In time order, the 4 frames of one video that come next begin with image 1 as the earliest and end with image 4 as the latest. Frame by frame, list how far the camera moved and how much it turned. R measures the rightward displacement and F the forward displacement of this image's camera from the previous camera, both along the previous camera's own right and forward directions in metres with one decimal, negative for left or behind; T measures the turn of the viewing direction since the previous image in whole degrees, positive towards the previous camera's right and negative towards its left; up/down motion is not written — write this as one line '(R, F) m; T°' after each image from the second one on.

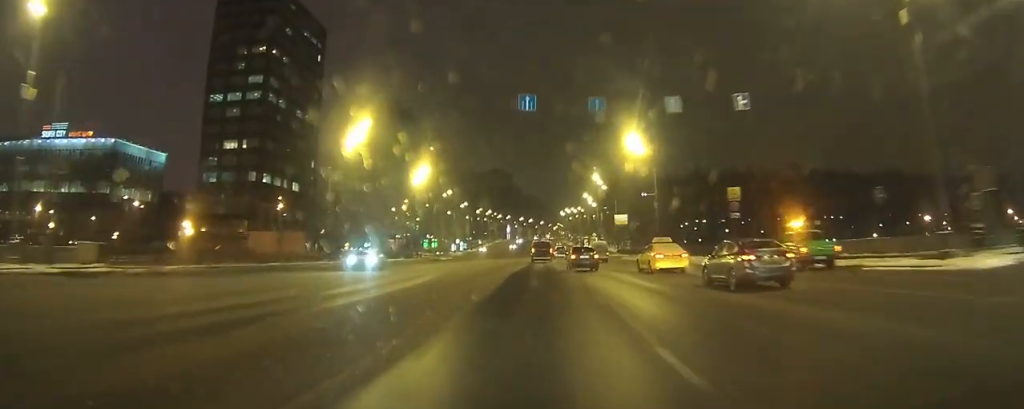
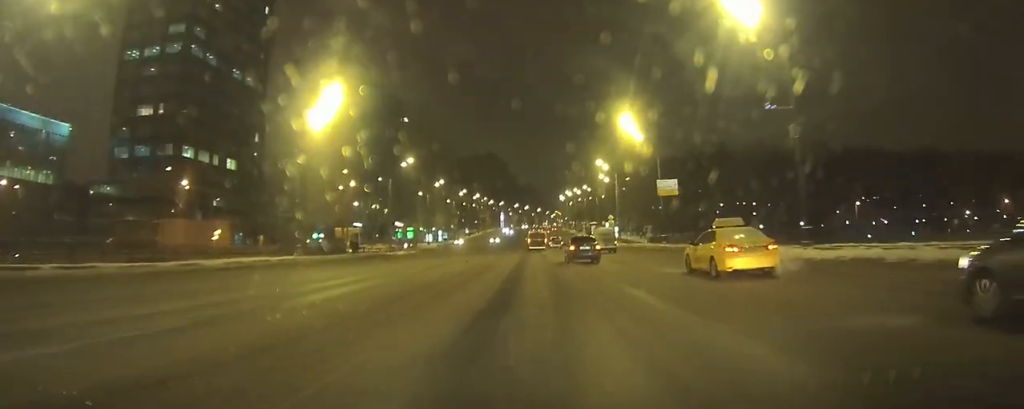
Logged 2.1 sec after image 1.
(+0.1, +30.5) m; 0°
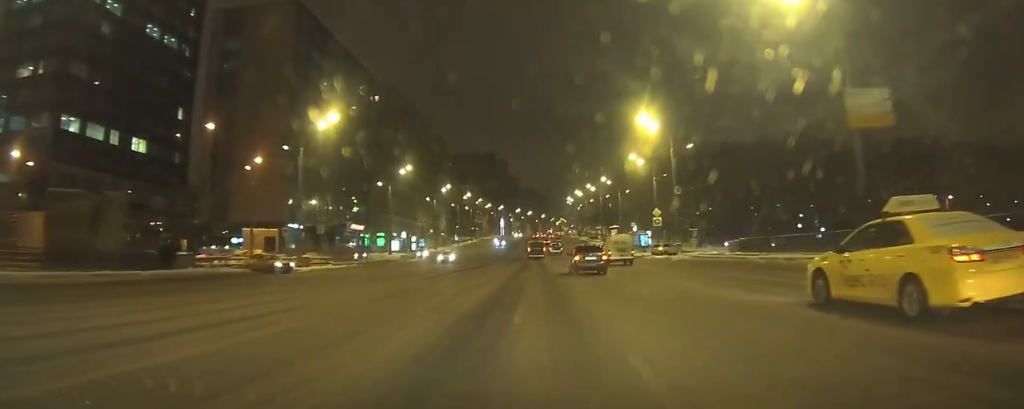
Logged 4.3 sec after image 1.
(-0.2, +37.3) m; -1°
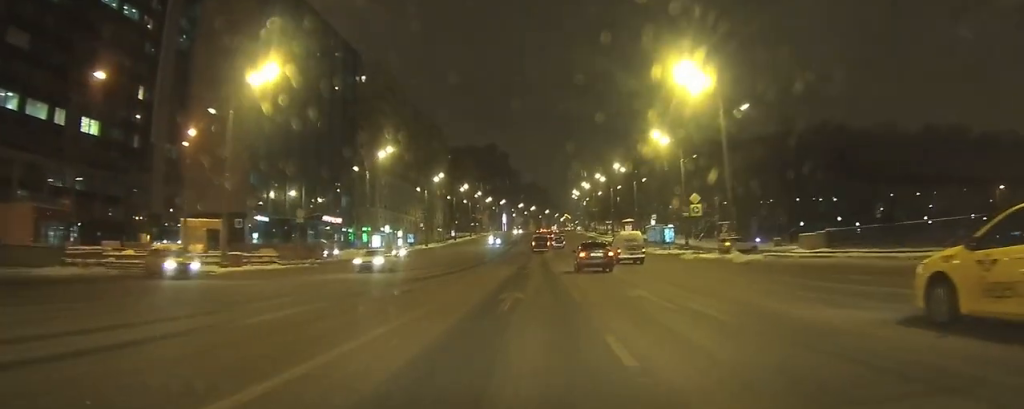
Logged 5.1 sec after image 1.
(-0.1, +16.5) m; 0°
